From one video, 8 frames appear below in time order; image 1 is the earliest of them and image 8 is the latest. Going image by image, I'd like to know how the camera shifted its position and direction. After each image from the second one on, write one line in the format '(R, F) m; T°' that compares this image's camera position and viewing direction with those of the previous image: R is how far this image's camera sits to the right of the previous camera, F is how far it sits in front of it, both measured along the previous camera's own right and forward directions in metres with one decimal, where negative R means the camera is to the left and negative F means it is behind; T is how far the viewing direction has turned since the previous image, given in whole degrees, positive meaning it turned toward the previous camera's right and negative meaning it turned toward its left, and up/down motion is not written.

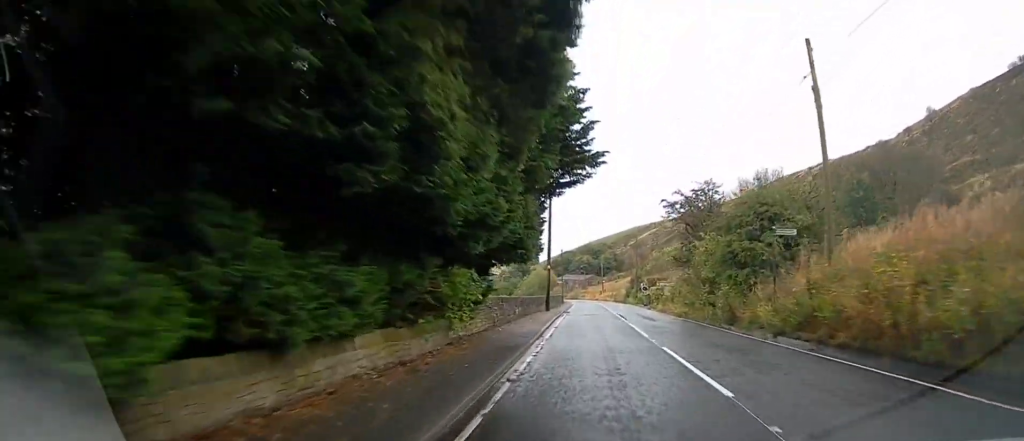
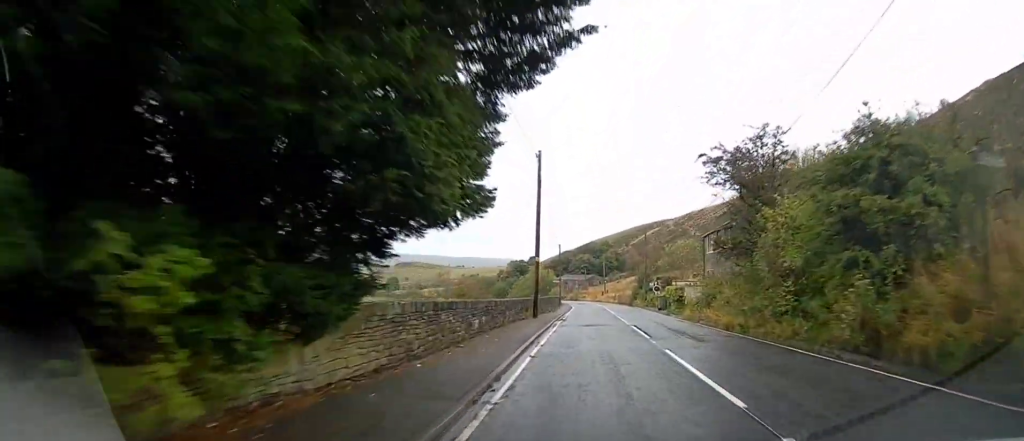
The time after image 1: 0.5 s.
(-0.1, +9.3) m; 0°
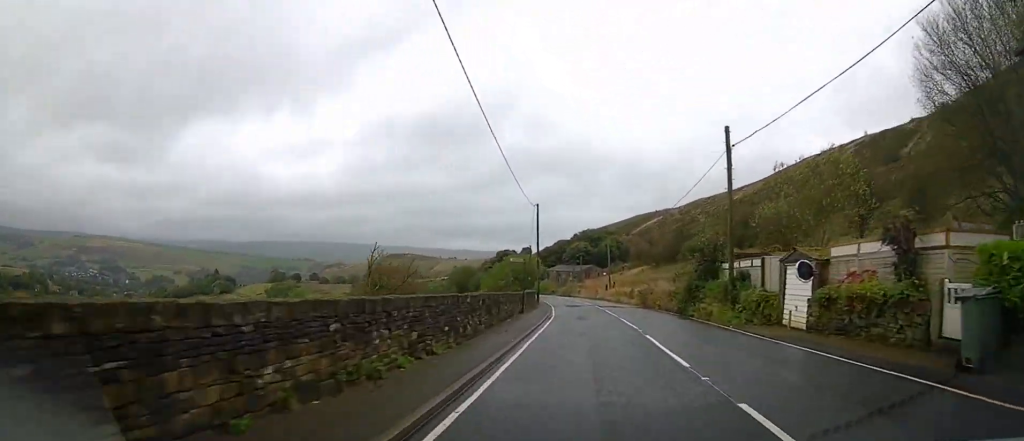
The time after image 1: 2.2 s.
(+0.1, +33.7) m; +1°
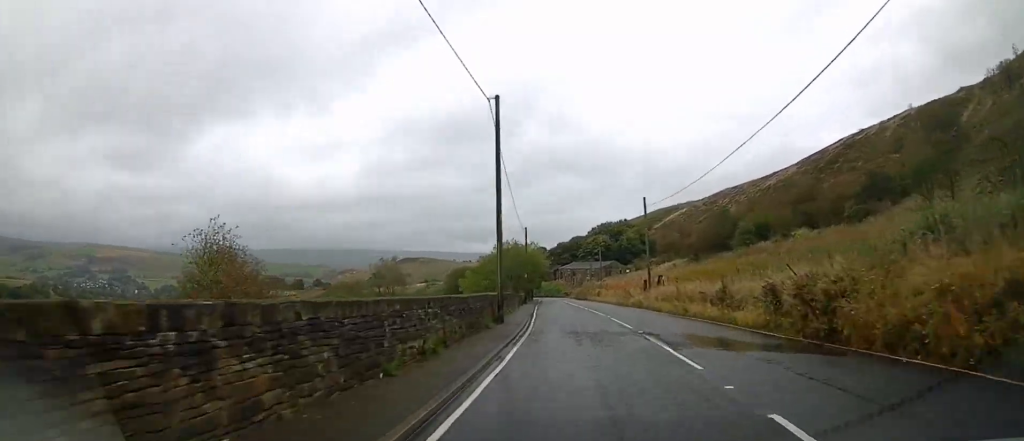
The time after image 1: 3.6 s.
(-0.1, +27.7) m; -2°
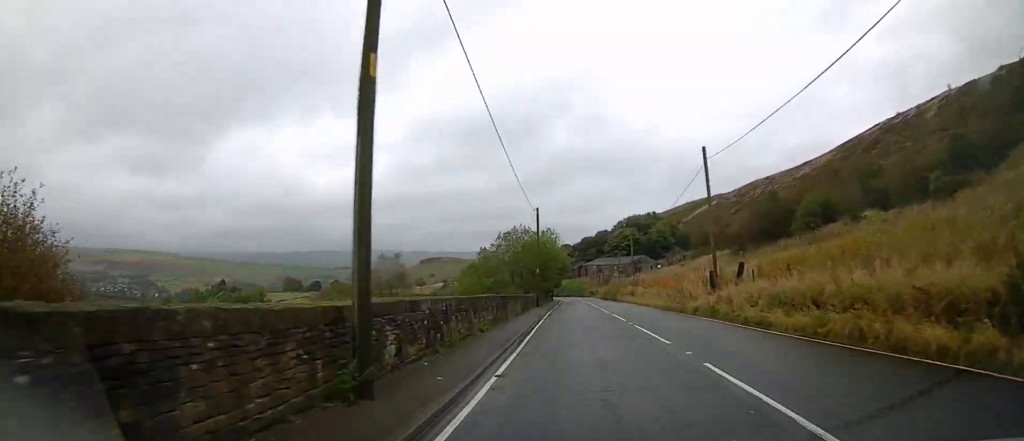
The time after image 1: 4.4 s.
(-0.2, +14.1) m; -1°
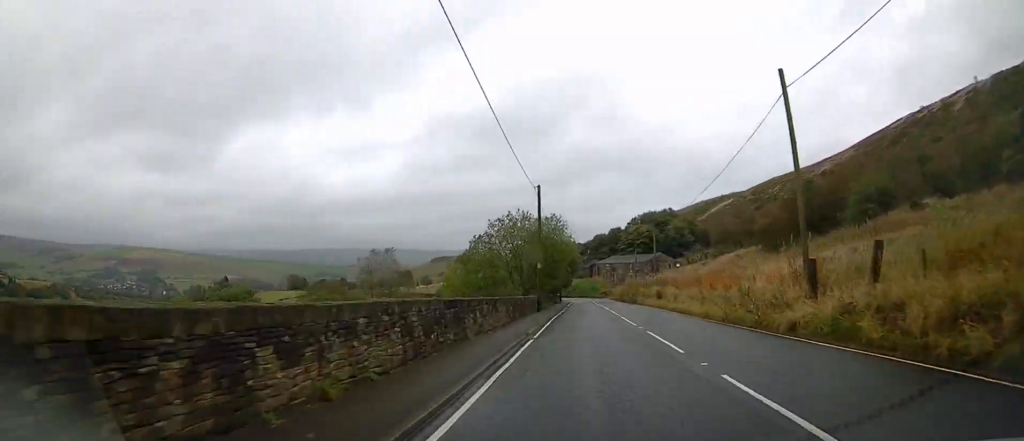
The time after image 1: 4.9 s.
(+0.1, +10.3) m; -1°
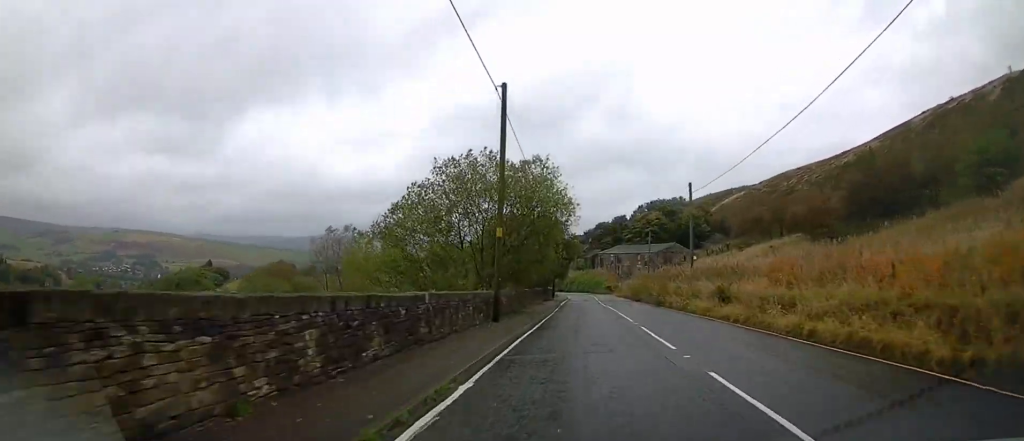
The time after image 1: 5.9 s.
(-0.4, +17.6) m; -1°
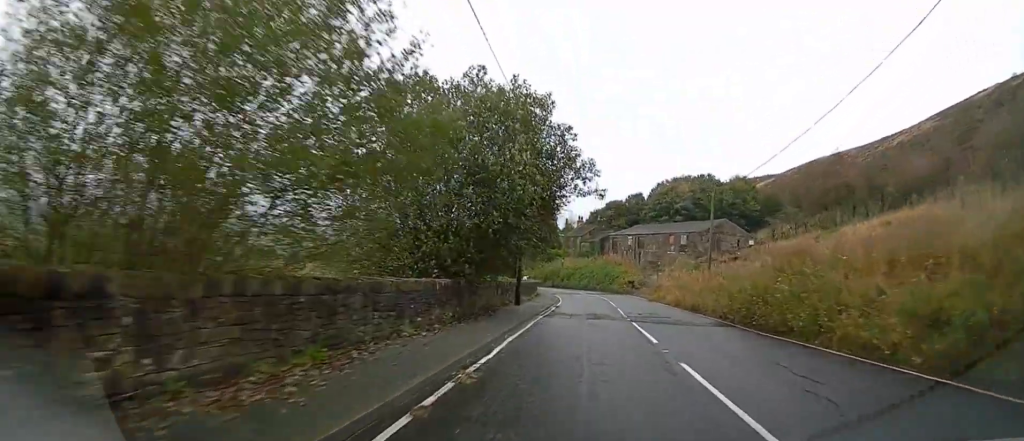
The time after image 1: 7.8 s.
(-0.7, +34.3) m; -2°
